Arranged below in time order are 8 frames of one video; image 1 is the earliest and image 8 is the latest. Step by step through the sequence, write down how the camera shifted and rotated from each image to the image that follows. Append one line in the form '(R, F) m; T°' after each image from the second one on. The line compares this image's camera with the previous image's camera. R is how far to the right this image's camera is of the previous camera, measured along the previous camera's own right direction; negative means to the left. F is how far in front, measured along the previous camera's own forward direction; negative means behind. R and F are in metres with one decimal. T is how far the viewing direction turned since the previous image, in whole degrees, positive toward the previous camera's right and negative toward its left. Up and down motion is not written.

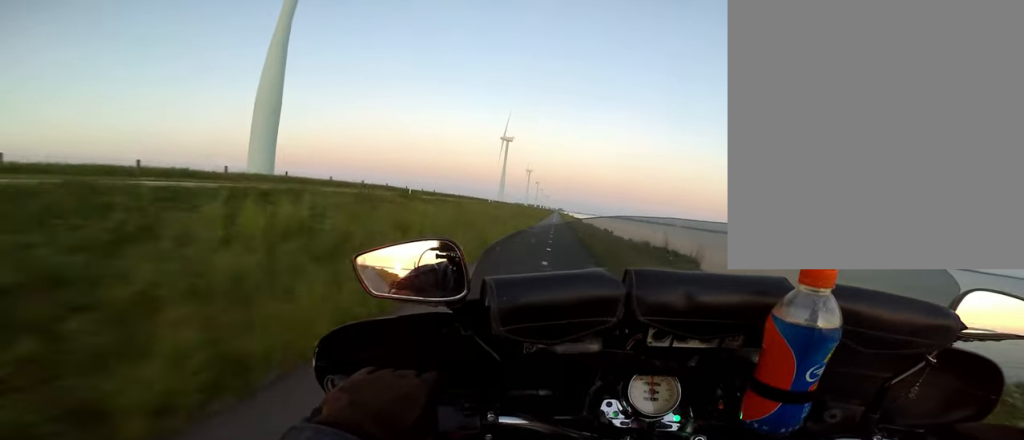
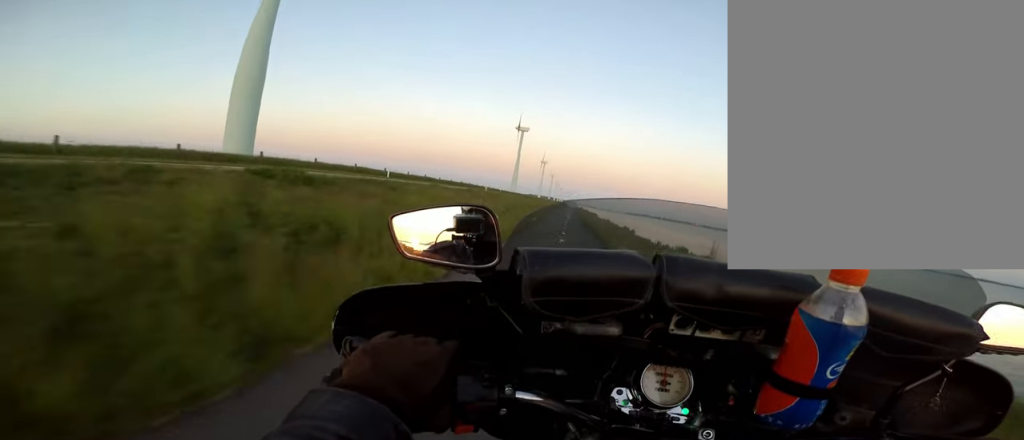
(0.0, +7.8) m; 0°
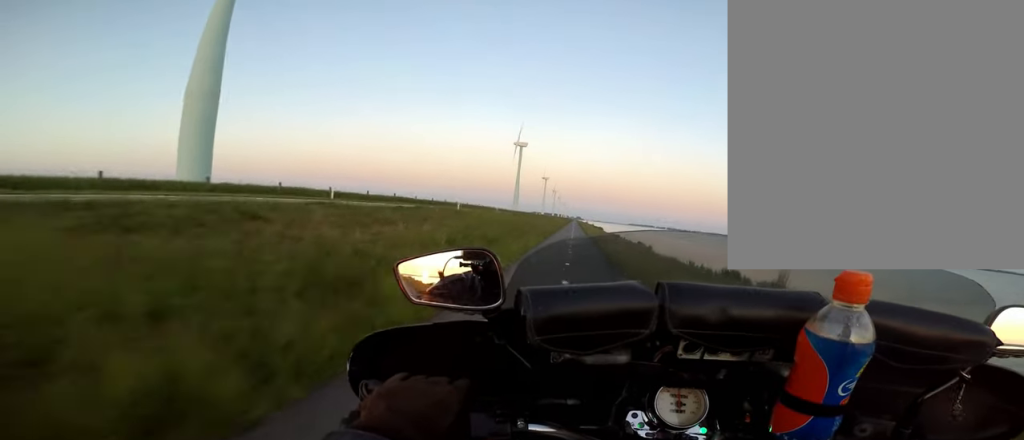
(-0.3, +7.9) m; +1°
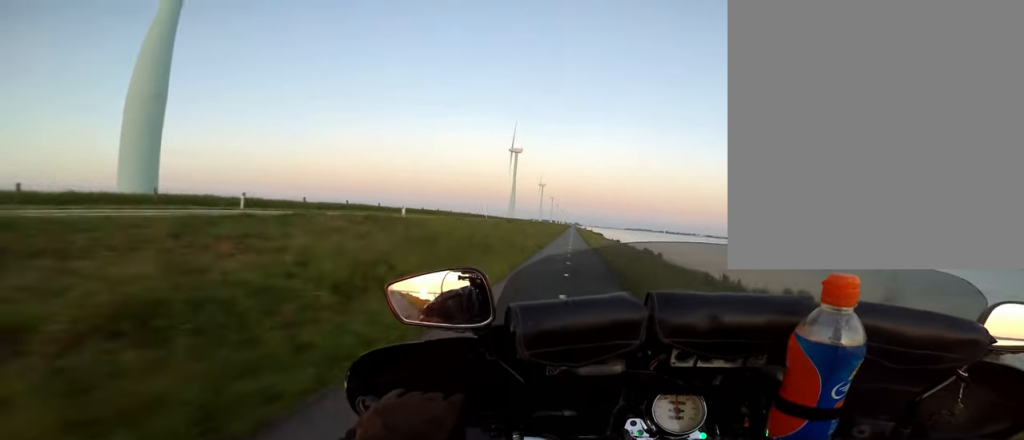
(0.0, +6.8) m; +1°
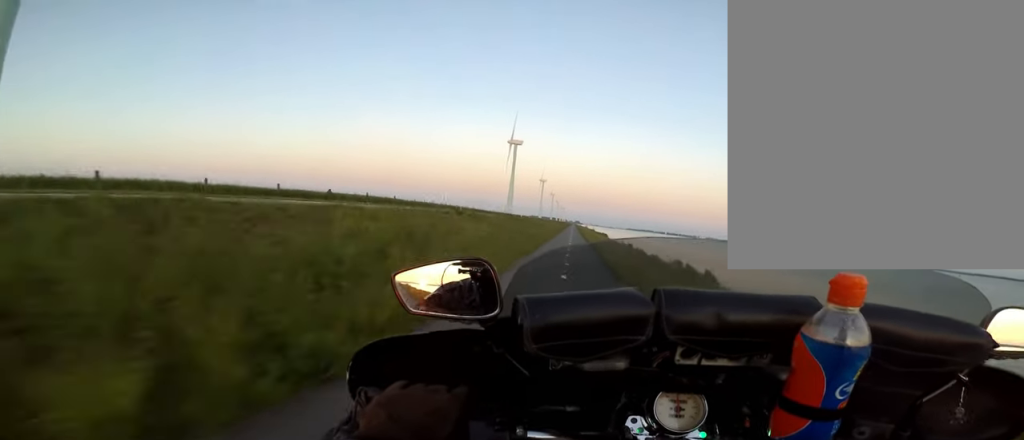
(+0.7, +15.6) m; +2°
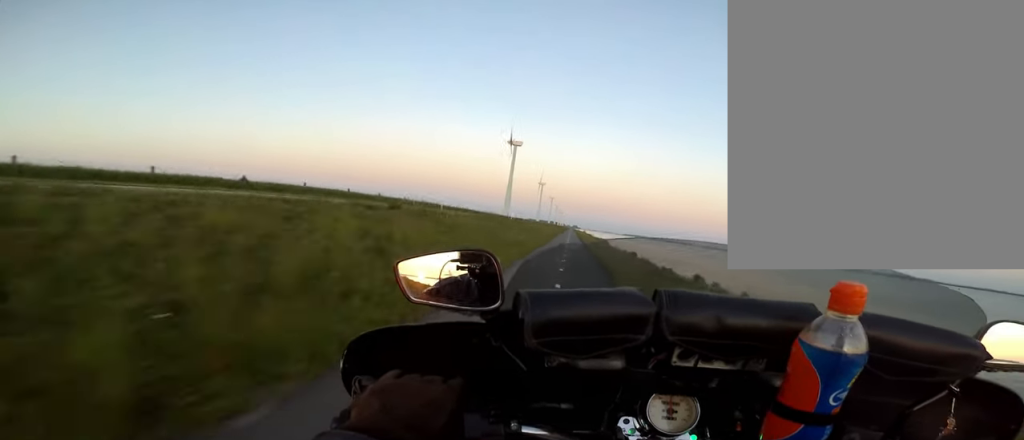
(-0.2, +6.9) m; 0°
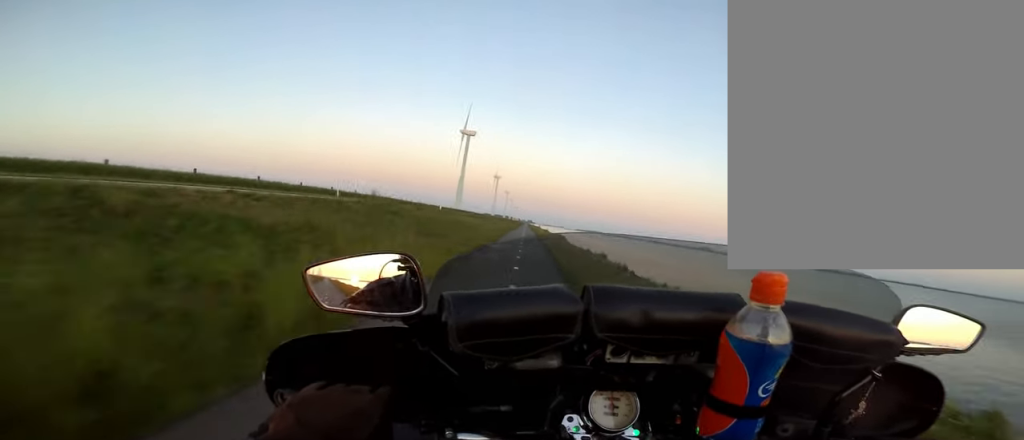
(+0.1, +12.8) m; -1°
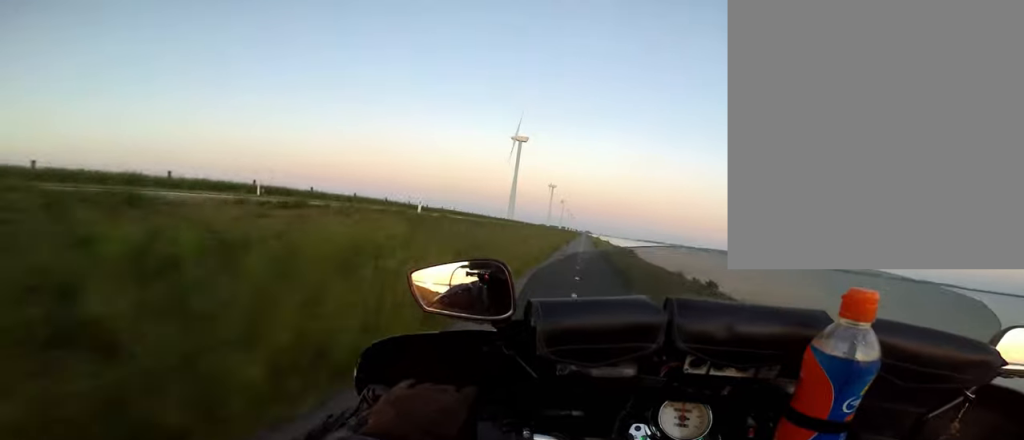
(-0.3, +15.0) m; -1°
